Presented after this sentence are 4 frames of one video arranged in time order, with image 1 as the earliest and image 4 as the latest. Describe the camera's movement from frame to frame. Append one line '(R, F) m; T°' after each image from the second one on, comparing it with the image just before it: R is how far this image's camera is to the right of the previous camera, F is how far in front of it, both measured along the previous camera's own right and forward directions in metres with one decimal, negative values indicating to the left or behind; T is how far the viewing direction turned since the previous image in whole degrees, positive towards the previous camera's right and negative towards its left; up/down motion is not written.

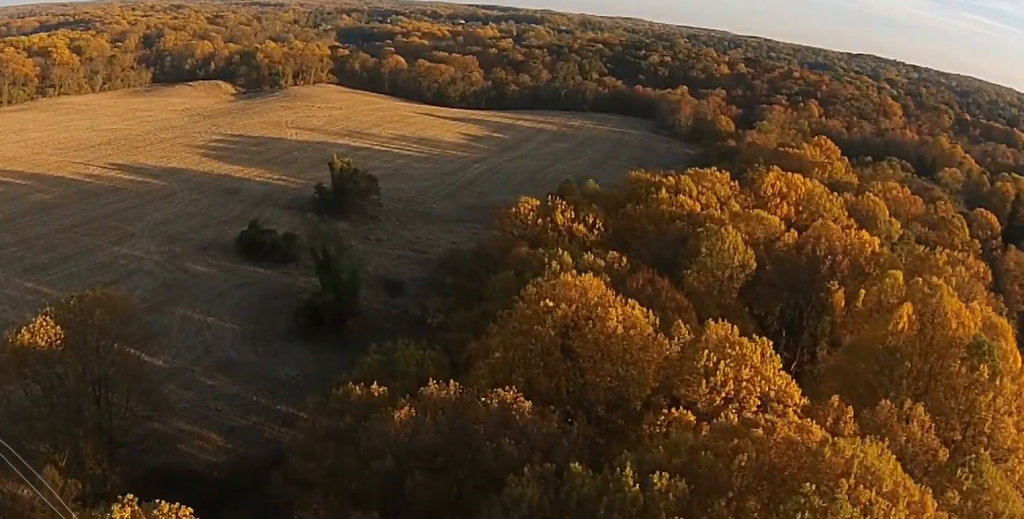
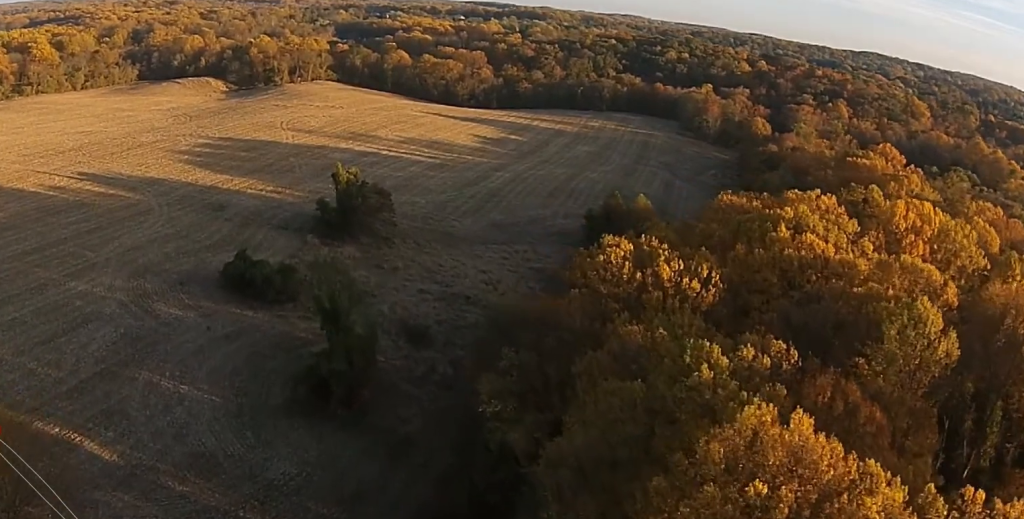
(+1.0, +44.4) m; +1°
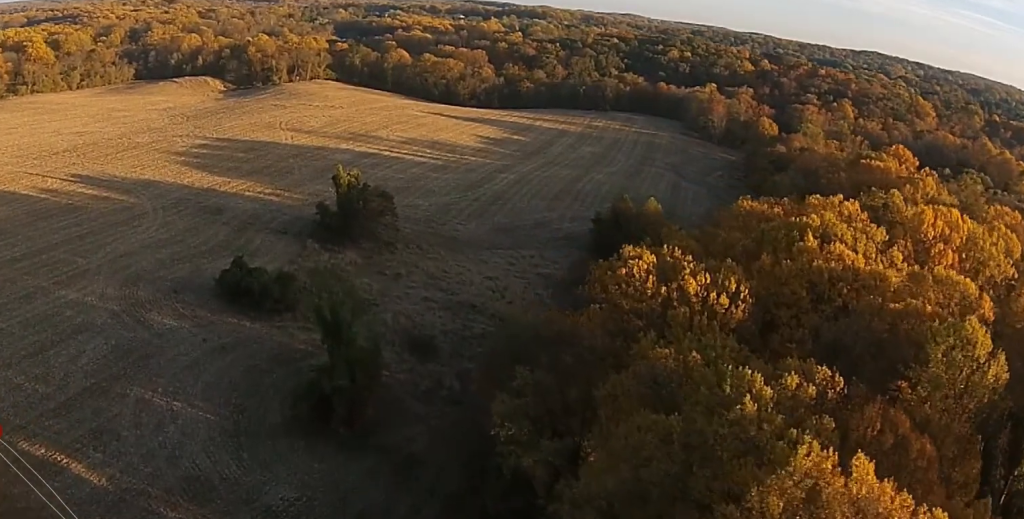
(0.0, +7.6) m; 0°
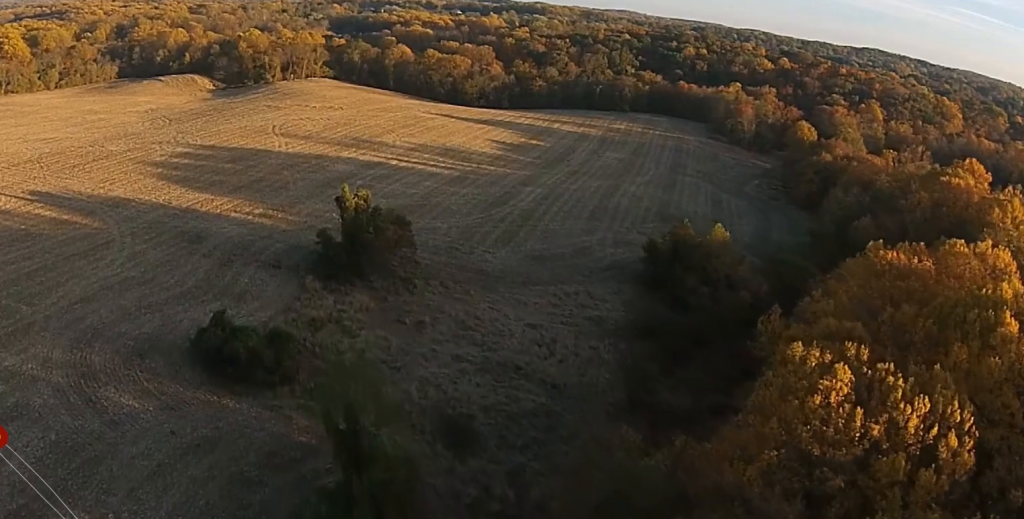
(-0.4, +39.7) m; -1°
